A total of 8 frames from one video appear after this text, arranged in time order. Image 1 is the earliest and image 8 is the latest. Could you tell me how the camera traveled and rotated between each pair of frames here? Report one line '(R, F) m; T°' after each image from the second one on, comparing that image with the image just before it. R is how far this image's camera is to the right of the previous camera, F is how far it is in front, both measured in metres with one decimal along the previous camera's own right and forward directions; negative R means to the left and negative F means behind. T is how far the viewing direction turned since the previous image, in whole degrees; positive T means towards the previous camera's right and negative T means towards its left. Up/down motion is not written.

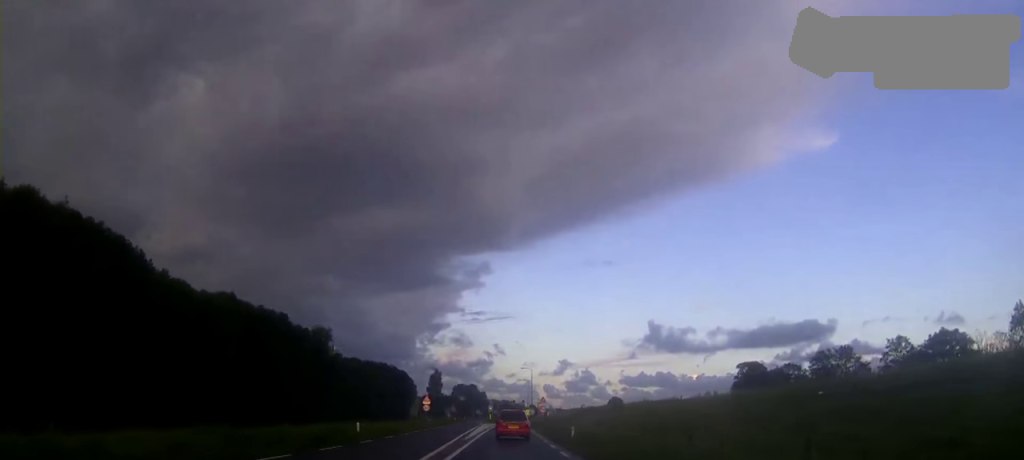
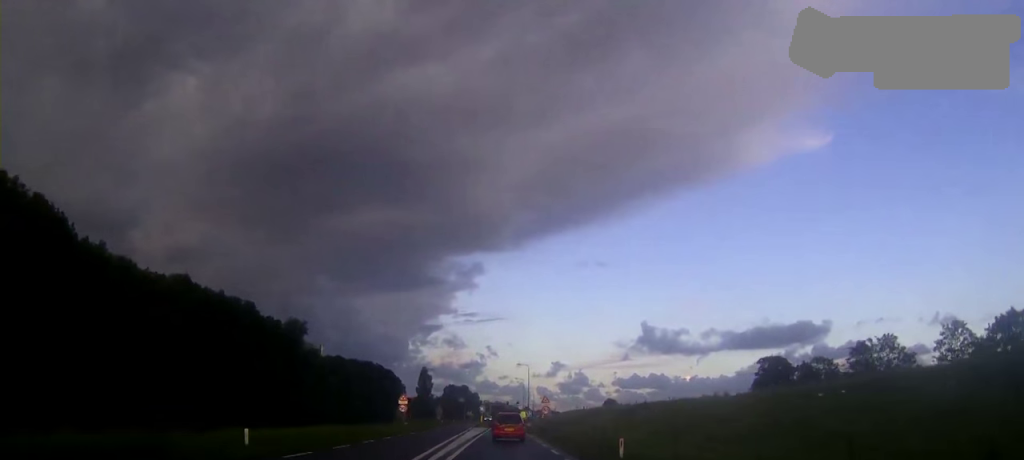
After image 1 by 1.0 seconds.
(+0.1, +14.6) m; +1°
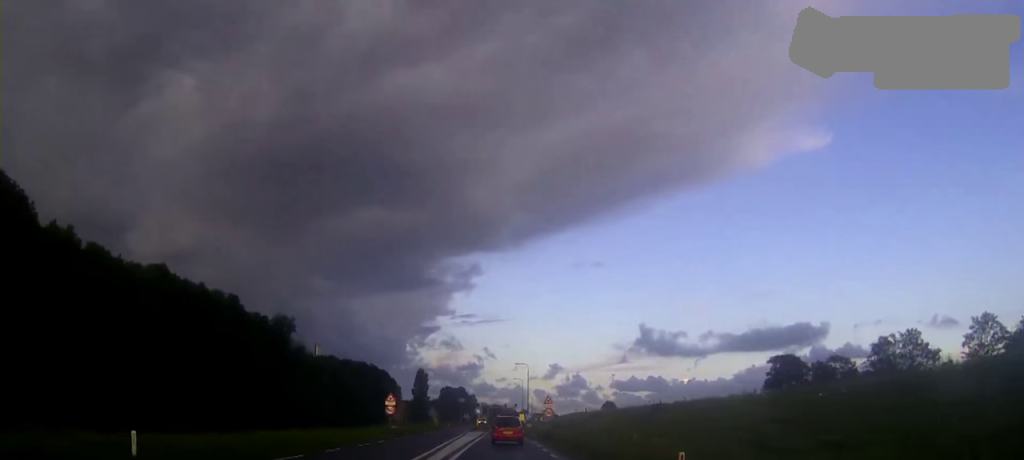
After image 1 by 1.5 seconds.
(0.0, +6.7) m; 0°
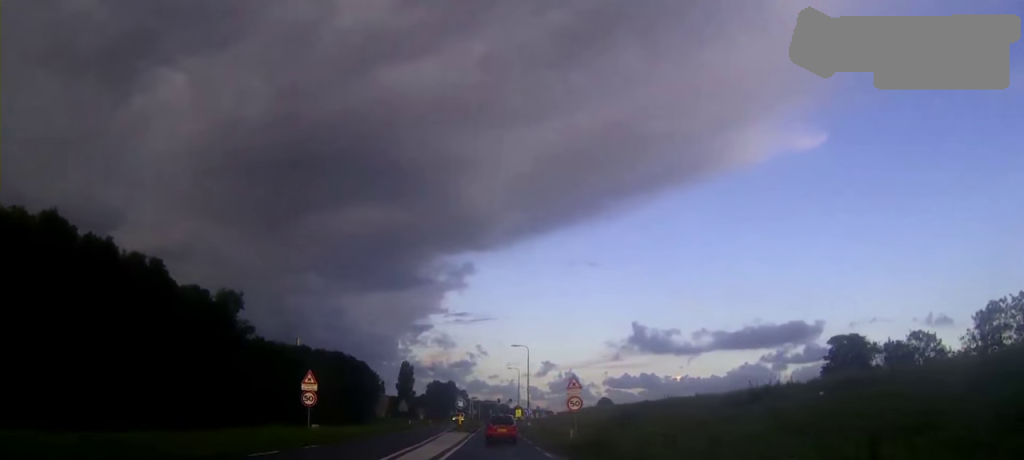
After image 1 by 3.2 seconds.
(+0.1, +24.1) m; +1°
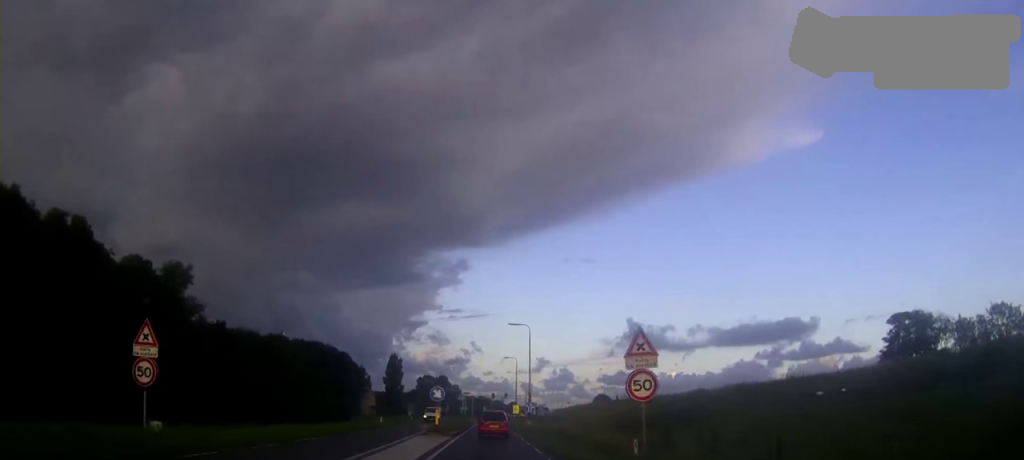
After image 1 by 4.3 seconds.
(+0.2, +16.9) m; +1°
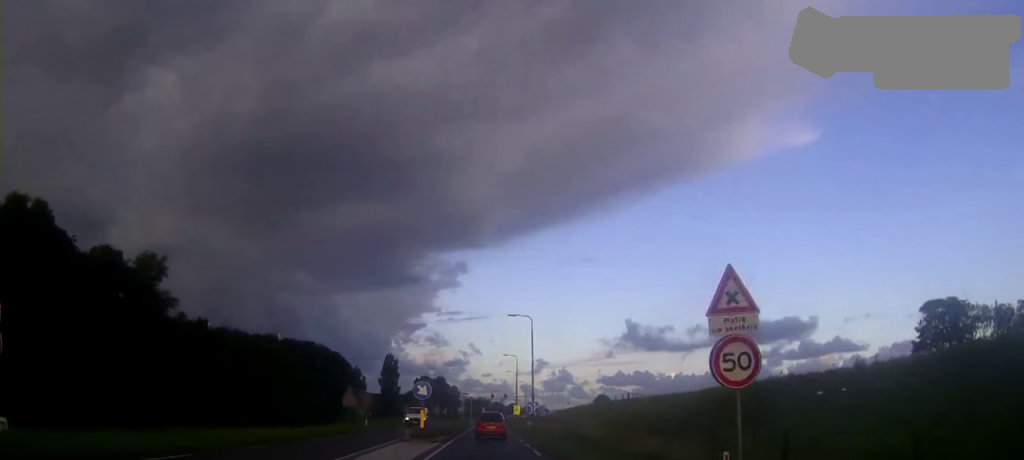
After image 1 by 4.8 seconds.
(0.0, +7.5) m; 0°
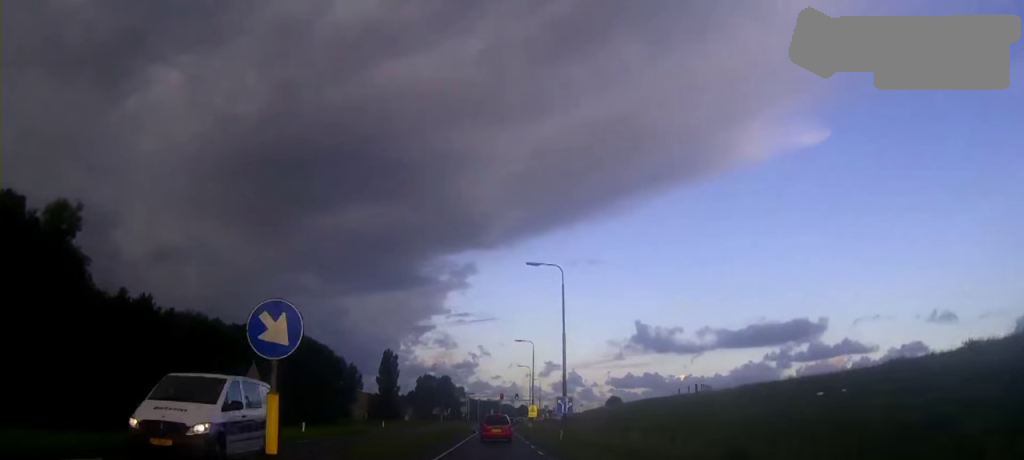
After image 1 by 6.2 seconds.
(-0.1, +21.8) m; 0°
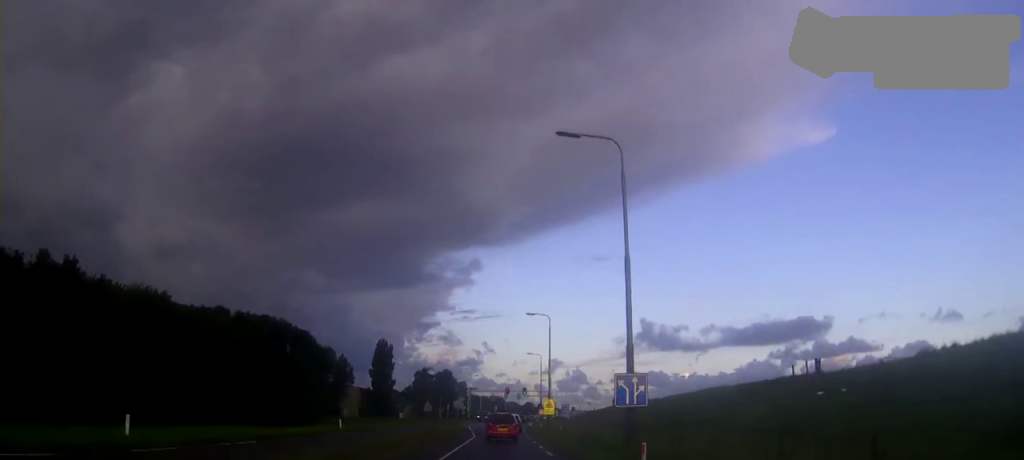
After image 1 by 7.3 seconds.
(-0.1, +19.1) m; 0°
